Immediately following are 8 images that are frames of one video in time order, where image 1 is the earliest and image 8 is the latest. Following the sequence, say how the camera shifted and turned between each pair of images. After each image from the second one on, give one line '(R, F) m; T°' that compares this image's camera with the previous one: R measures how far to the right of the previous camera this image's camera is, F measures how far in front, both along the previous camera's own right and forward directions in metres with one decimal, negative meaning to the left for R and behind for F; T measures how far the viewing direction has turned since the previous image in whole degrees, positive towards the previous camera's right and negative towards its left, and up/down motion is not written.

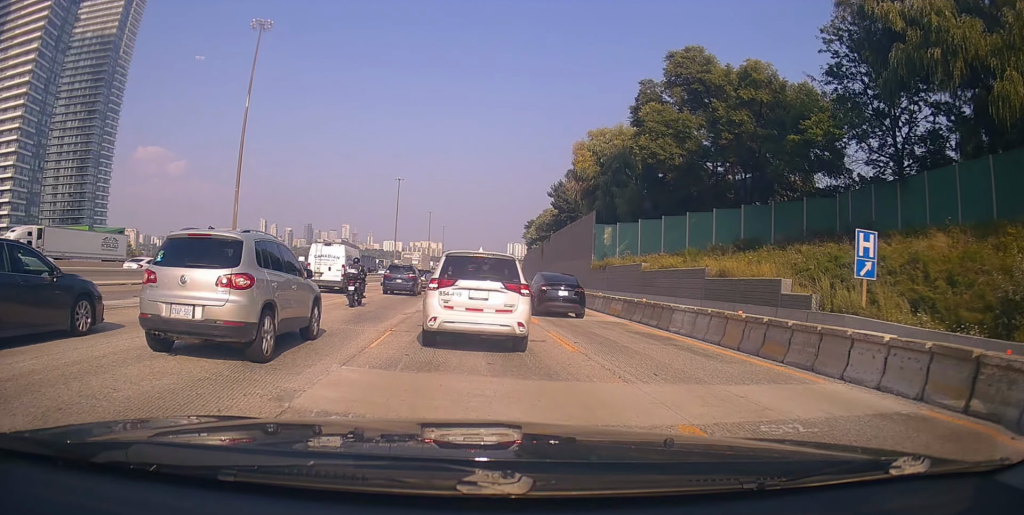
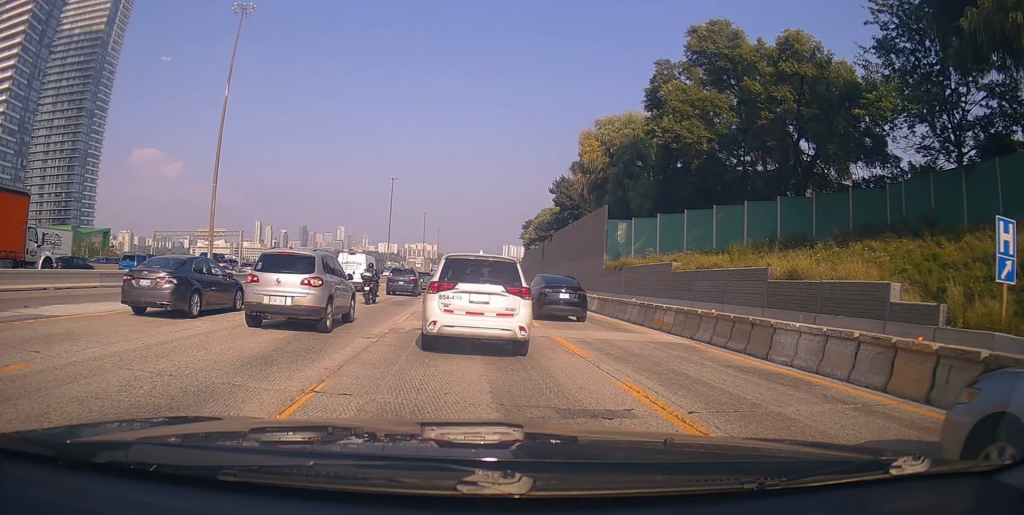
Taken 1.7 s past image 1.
(-0.3, +7.2) m; +4°
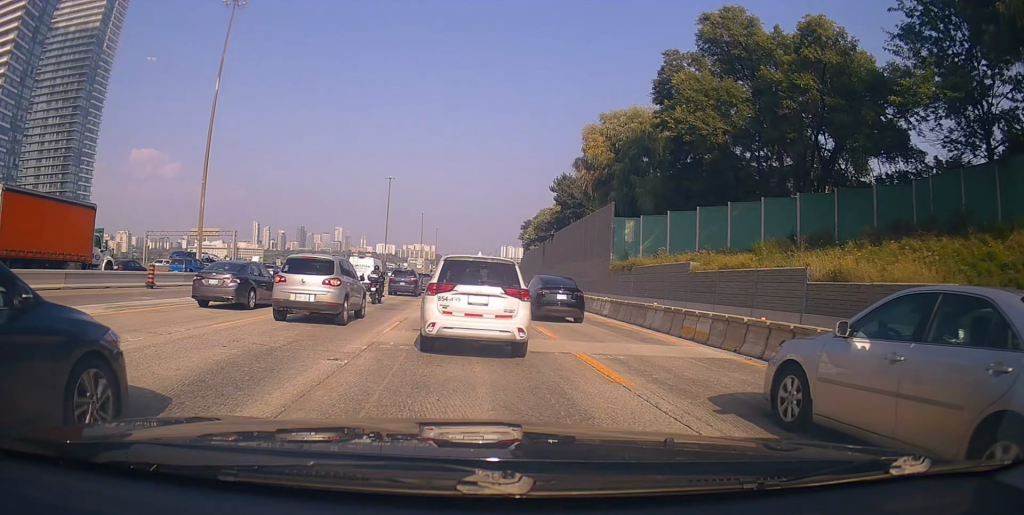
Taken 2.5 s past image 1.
(+0.1, +2.9) m; -3°
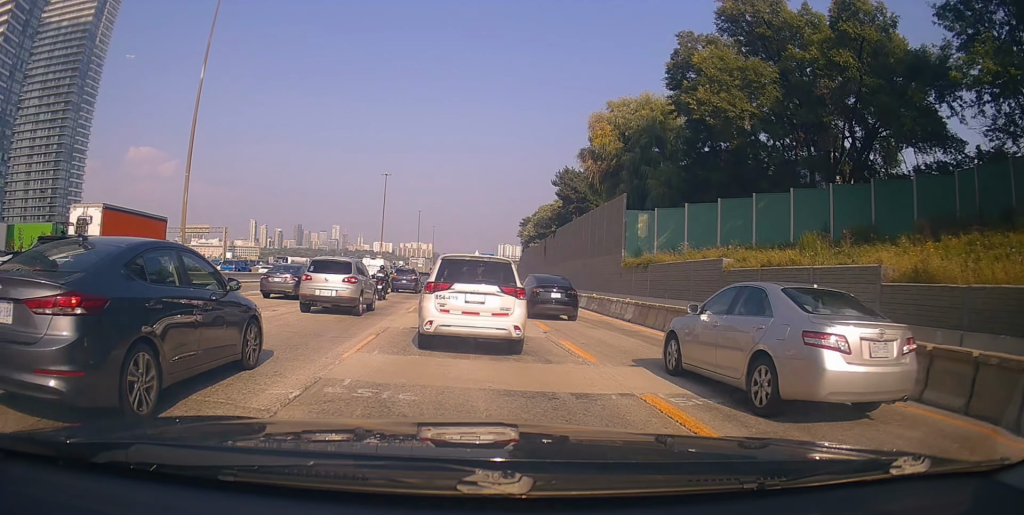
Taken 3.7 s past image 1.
(-0.4, +4.0) m; -4°
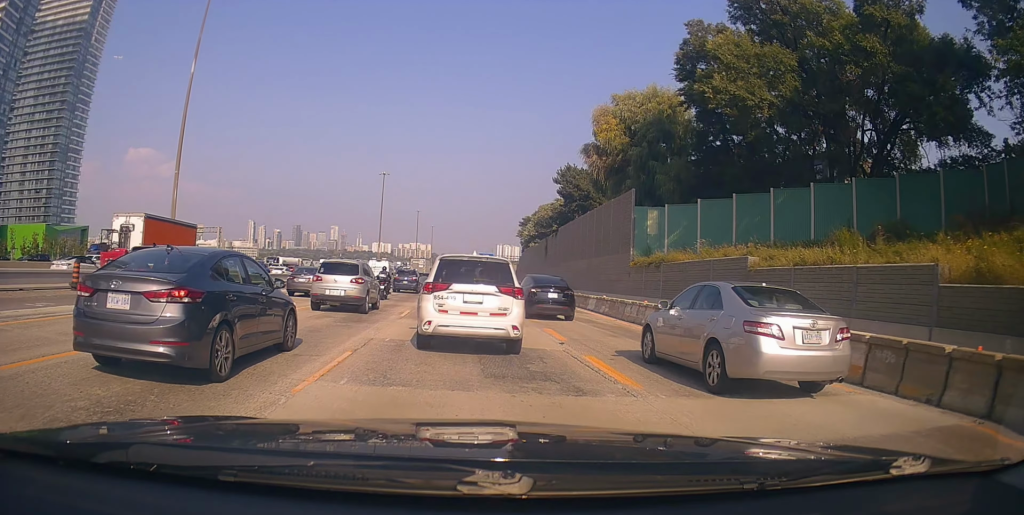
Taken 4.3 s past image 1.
(0.0, +2.4) m; 0°
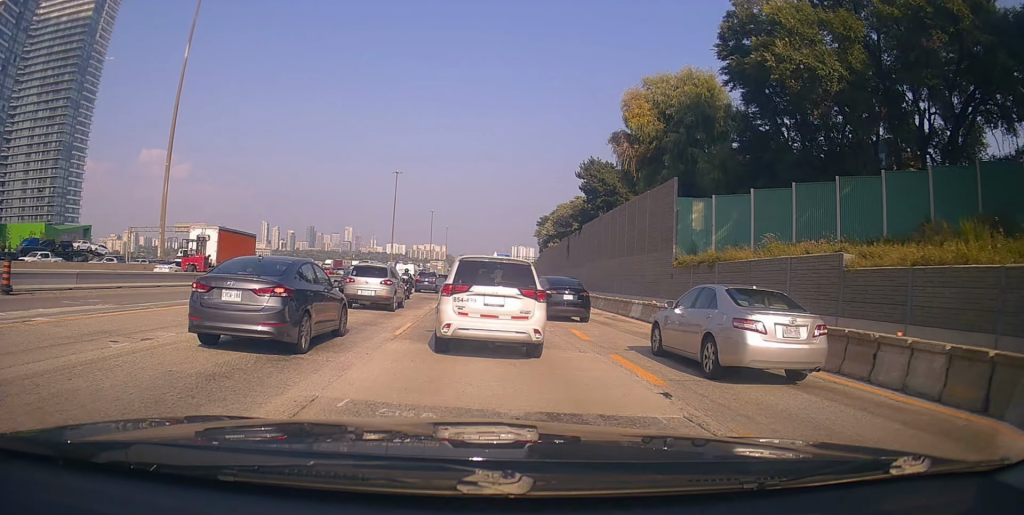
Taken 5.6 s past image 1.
(+0.1, +5.0) m; +1°
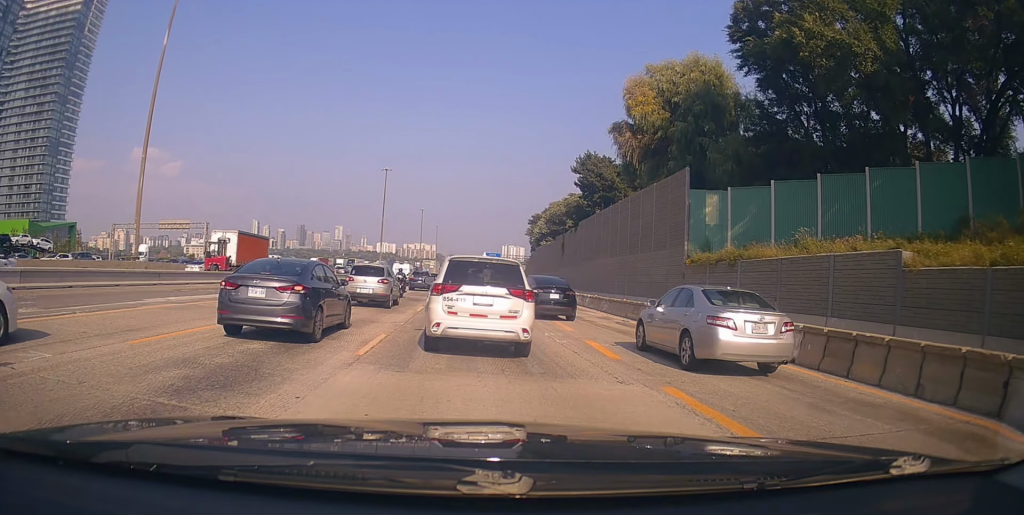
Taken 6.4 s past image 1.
(+0.1, +3.3) m; +3°
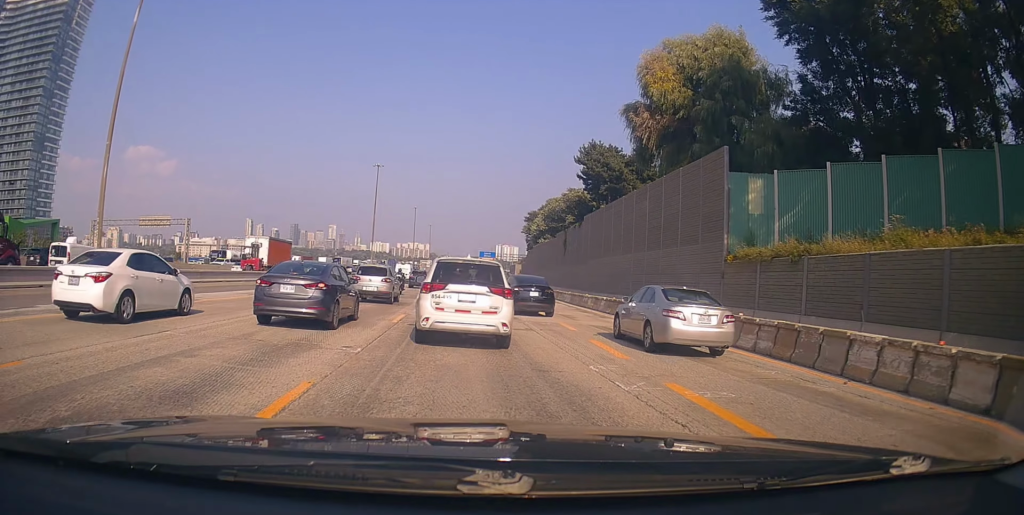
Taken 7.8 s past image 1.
(+0.4, +5.7) m; +4°
